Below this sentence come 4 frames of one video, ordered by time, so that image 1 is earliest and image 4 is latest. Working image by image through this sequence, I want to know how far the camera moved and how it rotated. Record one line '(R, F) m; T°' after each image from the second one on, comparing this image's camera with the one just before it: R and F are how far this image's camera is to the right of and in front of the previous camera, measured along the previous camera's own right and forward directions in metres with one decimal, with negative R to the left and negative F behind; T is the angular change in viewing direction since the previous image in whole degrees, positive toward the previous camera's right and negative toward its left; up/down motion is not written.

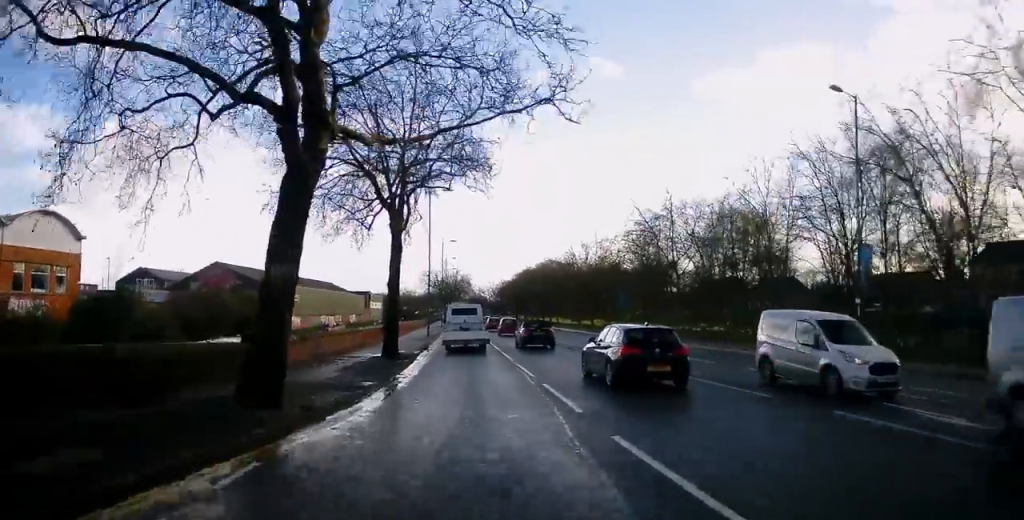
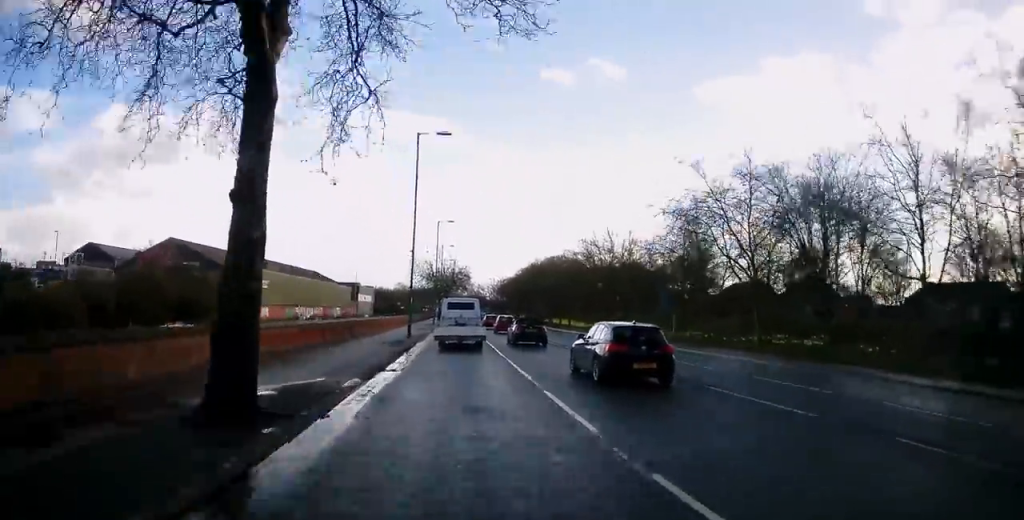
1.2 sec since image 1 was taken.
(+0.1, +14.5) m; -1°
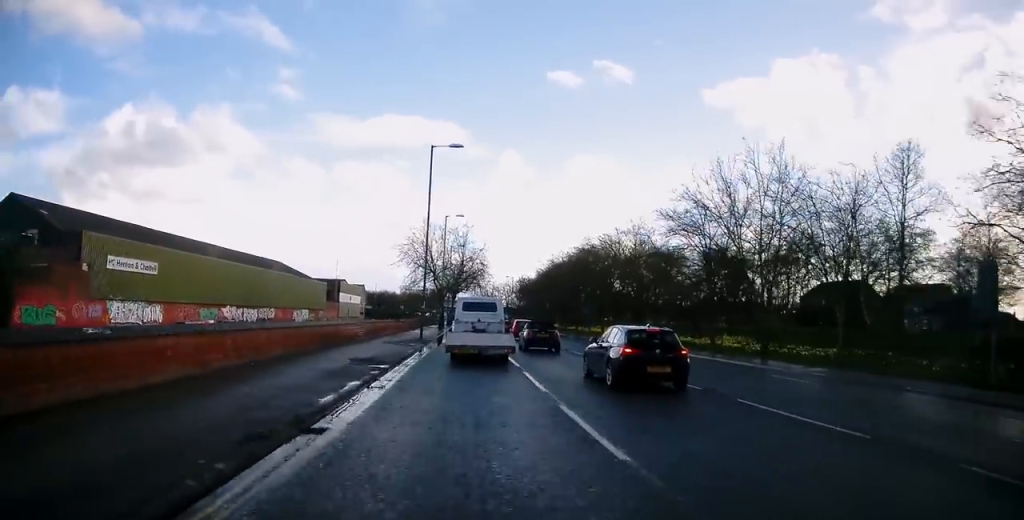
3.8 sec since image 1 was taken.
(-0.6, +32.4) m; -1°
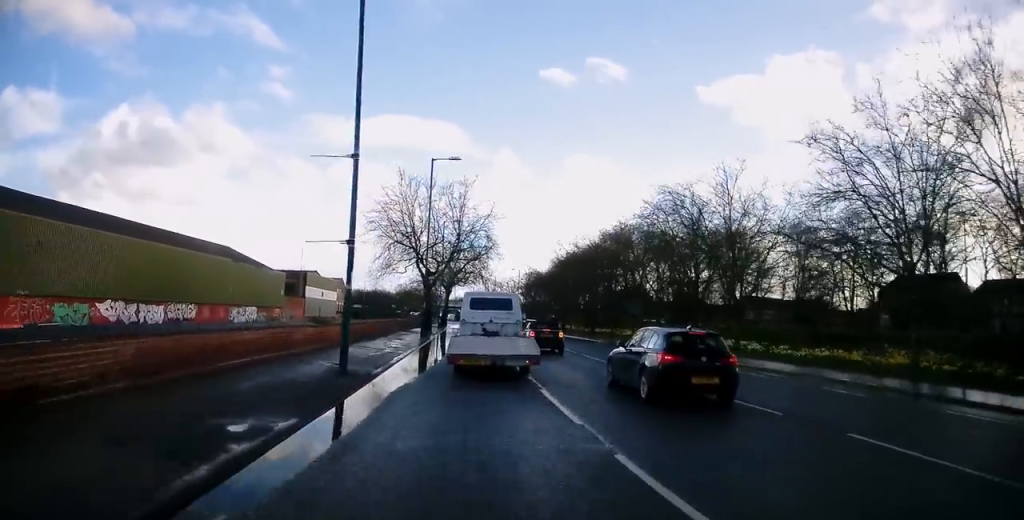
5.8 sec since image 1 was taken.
(+0.7, +22.2) m; +2°
